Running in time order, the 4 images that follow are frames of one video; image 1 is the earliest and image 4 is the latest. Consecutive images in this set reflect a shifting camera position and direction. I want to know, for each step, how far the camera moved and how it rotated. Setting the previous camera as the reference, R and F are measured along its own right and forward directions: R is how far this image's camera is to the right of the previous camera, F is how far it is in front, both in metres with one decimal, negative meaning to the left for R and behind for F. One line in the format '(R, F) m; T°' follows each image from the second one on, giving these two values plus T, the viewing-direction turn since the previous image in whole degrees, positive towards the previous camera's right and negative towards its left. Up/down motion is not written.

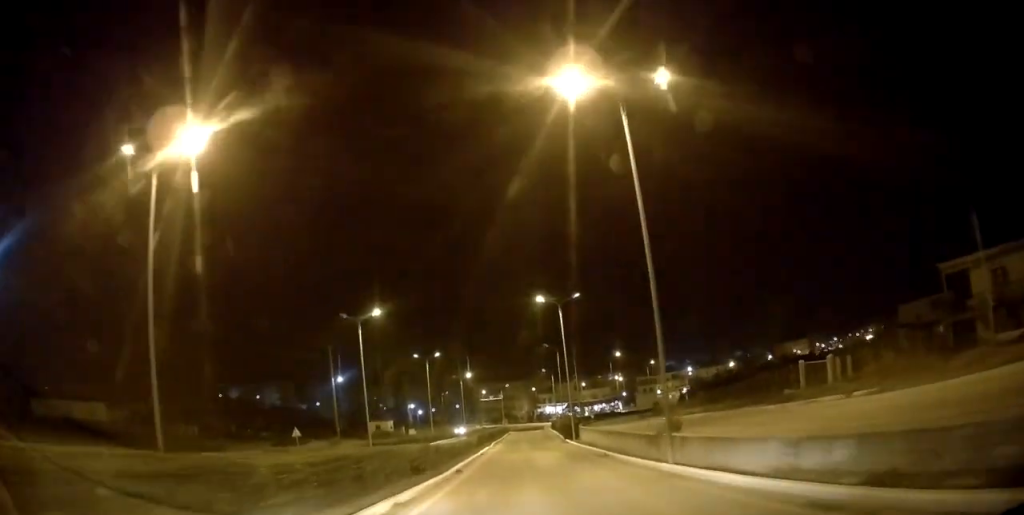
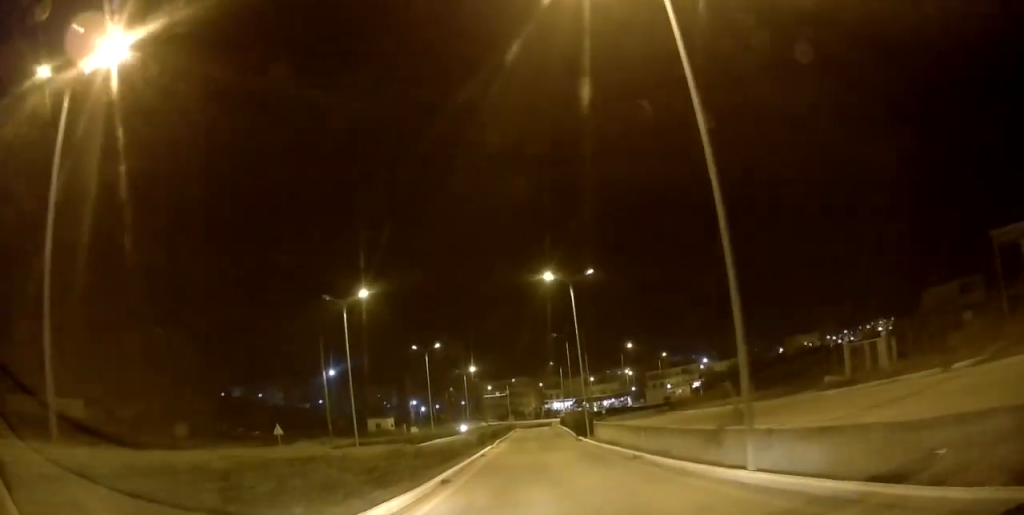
(-0.1, +4.9) m; -1°
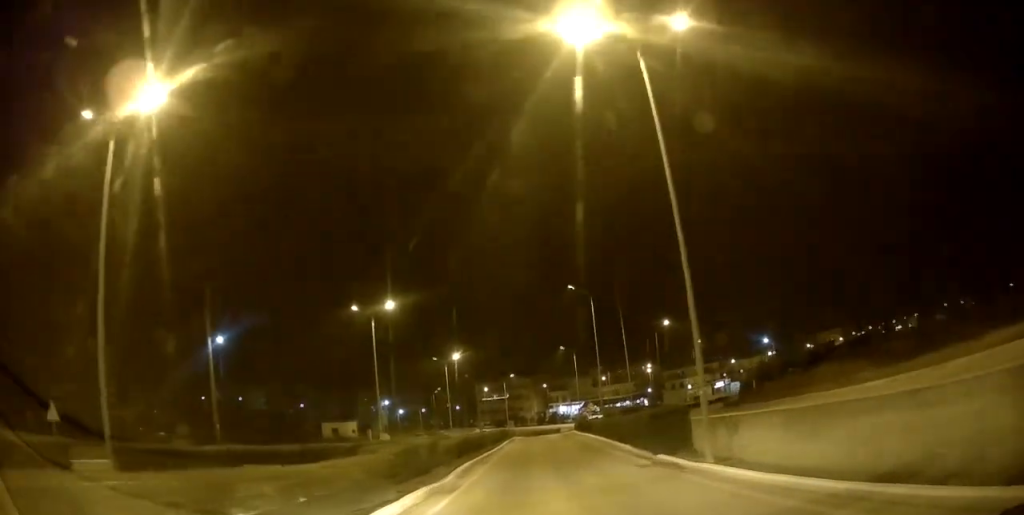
(-0.2, +22.9) m; +1°
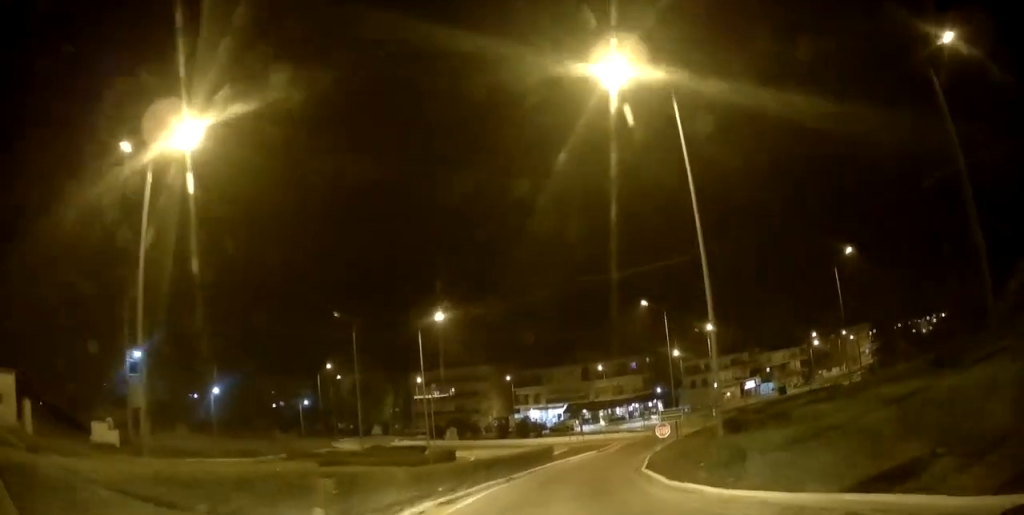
(+1.5, +51.3) m; +7°
